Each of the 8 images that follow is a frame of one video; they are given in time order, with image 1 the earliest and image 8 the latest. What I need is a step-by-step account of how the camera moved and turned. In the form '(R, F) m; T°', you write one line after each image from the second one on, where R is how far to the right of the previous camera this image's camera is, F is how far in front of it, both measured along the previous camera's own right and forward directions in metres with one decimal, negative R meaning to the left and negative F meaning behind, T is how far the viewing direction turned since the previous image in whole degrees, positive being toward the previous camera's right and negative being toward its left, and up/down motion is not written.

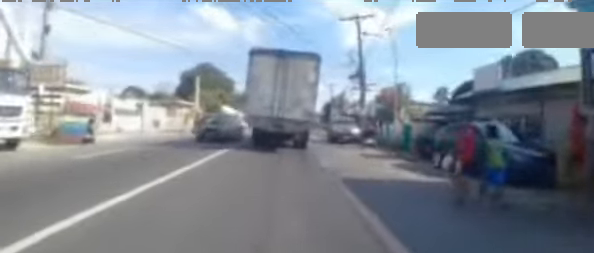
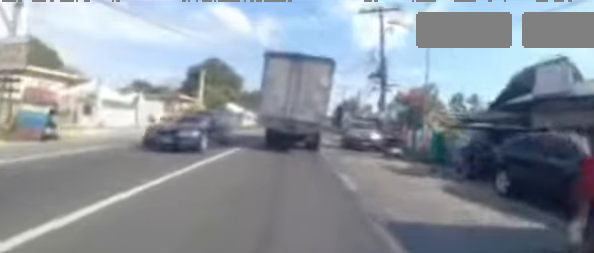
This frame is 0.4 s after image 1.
(0.0, +2.8) m; 0°
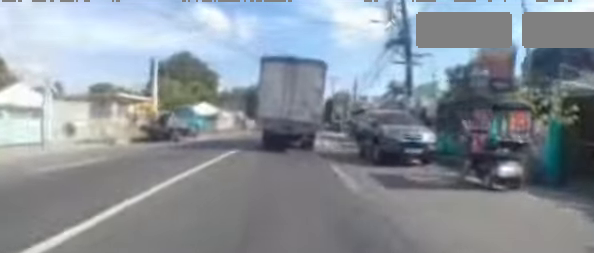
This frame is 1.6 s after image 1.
(0.0, +7.8) m; -3°
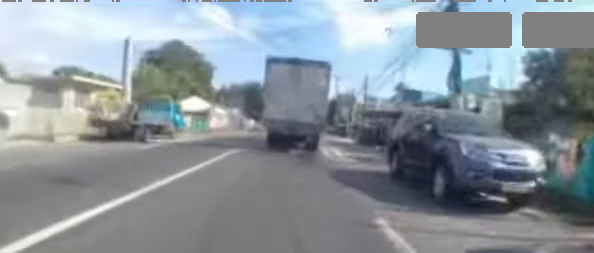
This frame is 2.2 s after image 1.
(-0.1, +3.9) m; -1°
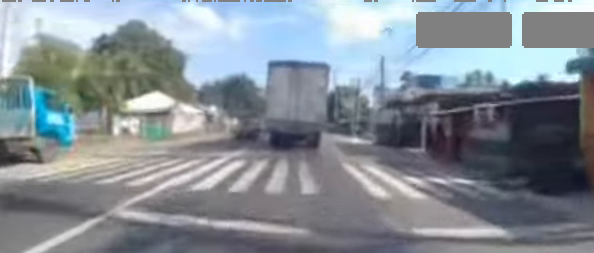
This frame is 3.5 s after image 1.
(-0.1, +8.9) m; +3°
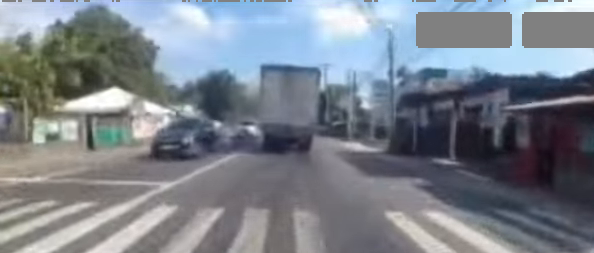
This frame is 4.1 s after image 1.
(+0.2, +4.7) m; +2°
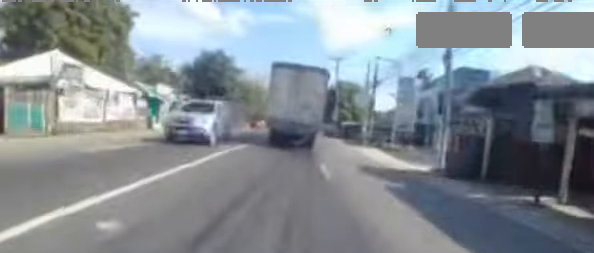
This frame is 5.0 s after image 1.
(0.0, +6.5) m; 0°
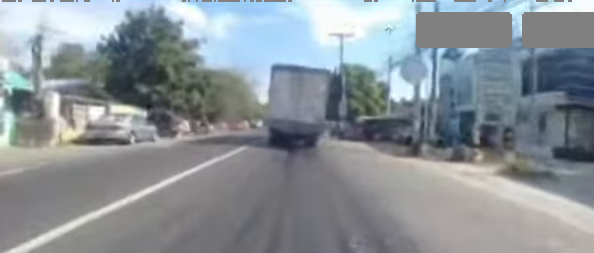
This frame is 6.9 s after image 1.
(0.0, +13.2) m; +4°
